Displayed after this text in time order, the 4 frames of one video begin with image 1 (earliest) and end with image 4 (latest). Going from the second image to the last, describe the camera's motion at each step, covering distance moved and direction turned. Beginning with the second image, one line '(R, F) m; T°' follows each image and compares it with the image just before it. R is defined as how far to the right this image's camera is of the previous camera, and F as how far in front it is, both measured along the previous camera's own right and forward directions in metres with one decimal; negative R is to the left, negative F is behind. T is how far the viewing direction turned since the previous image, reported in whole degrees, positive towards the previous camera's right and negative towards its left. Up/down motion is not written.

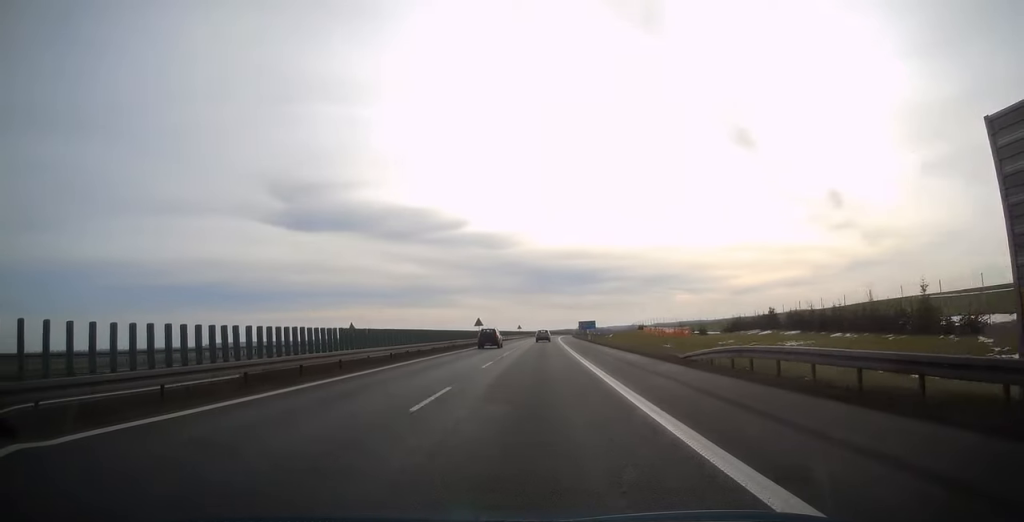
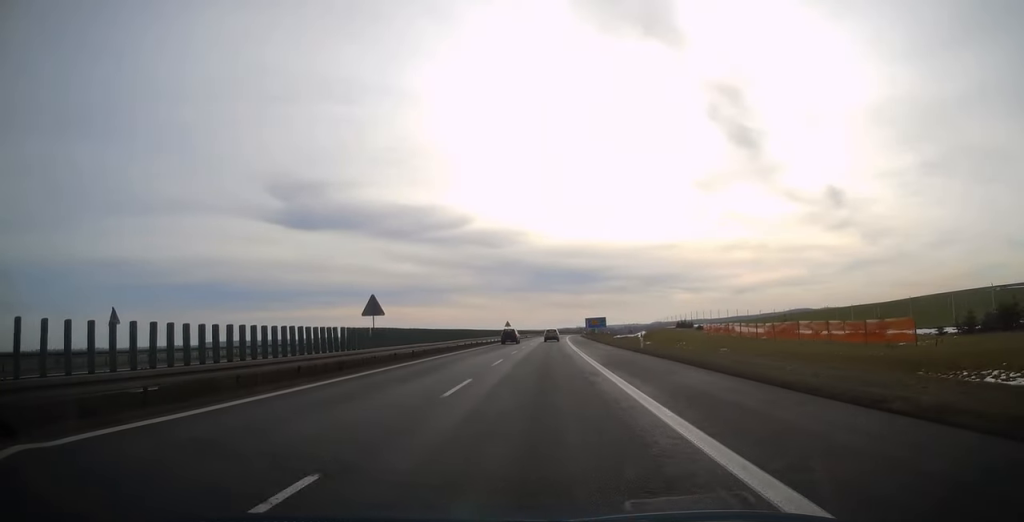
(+0.3, +45.1) m; 0°
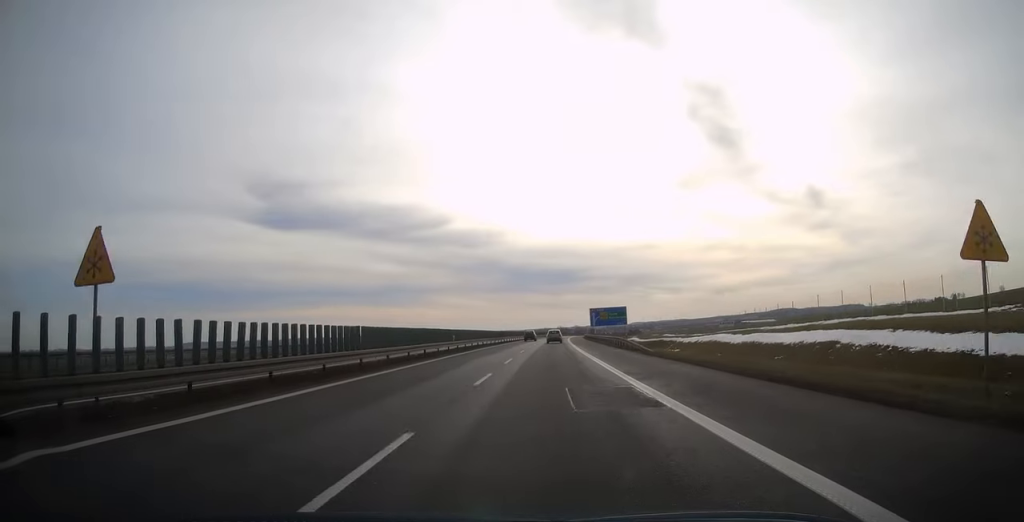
(+0.8, +91.0) m; +1°
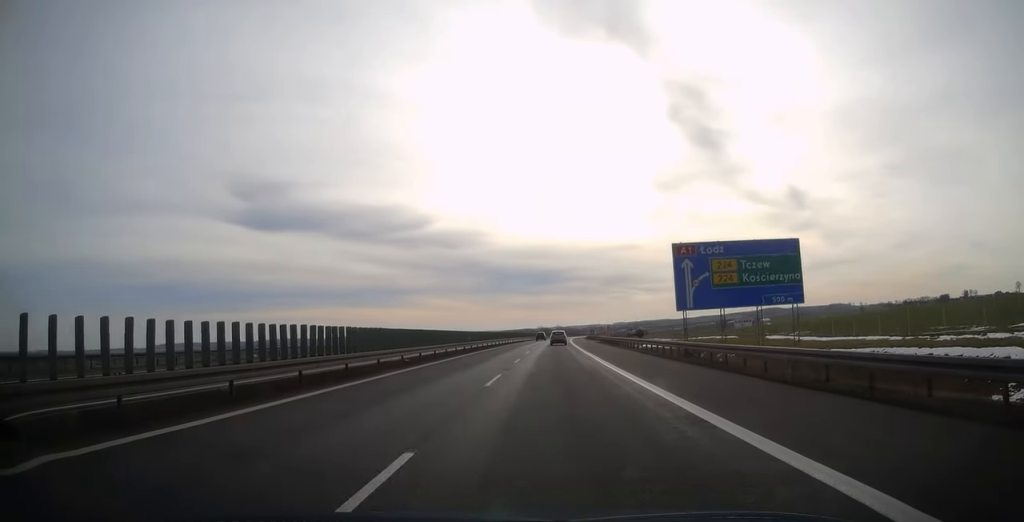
(+1.4, +84.8) m; +2°
